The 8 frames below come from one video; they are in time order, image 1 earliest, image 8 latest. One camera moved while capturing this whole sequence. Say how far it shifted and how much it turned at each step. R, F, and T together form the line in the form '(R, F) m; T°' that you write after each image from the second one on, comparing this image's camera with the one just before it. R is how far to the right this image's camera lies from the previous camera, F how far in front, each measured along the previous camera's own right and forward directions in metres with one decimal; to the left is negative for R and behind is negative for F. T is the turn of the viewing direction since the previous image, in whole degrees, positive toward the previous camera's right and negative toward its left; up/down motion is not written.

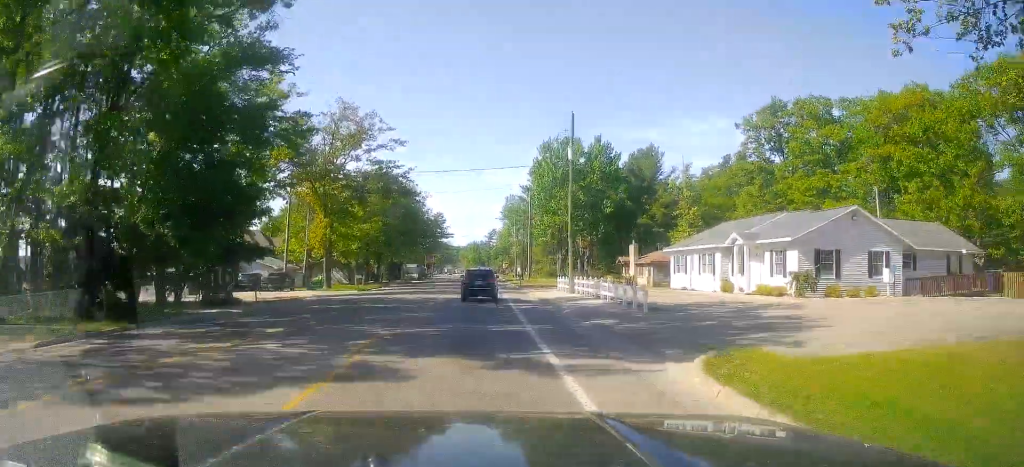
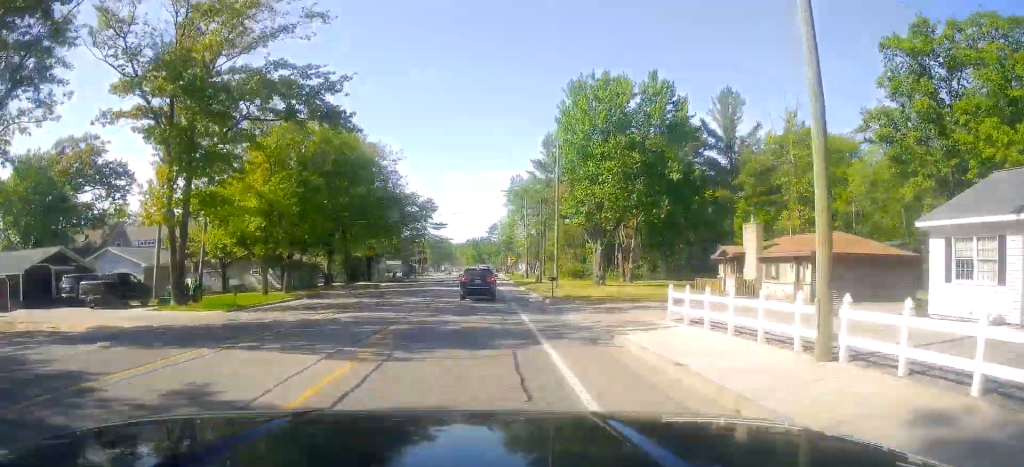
(+0.1, +28.2) m; -4°
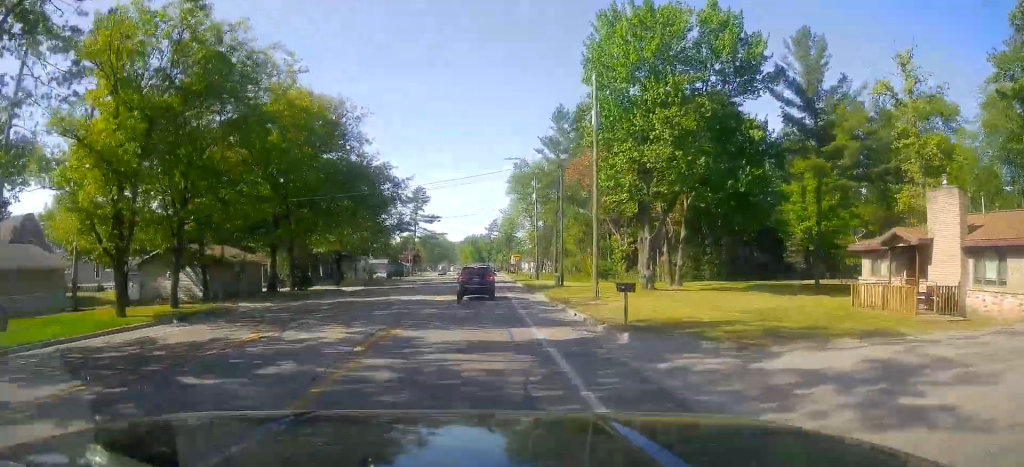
(-0.7, +16.6) m; -1°
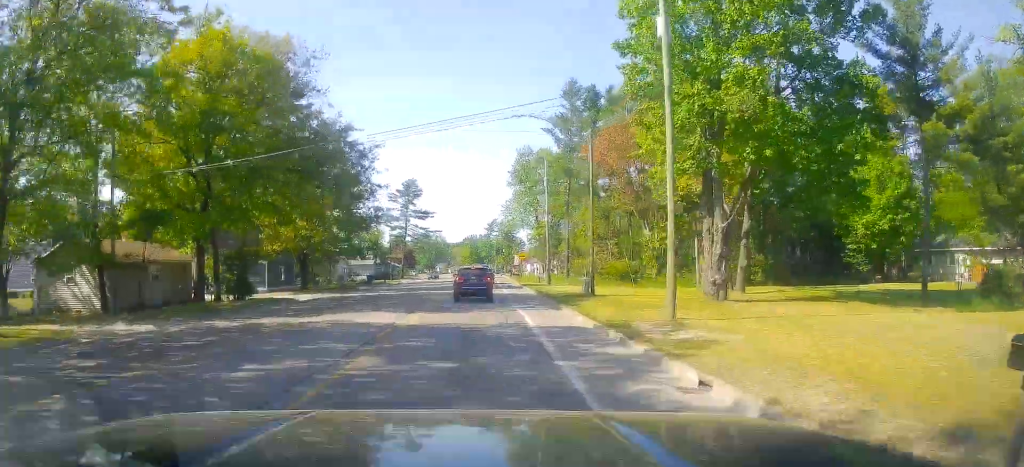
(0.0, +12.3) m; +1°
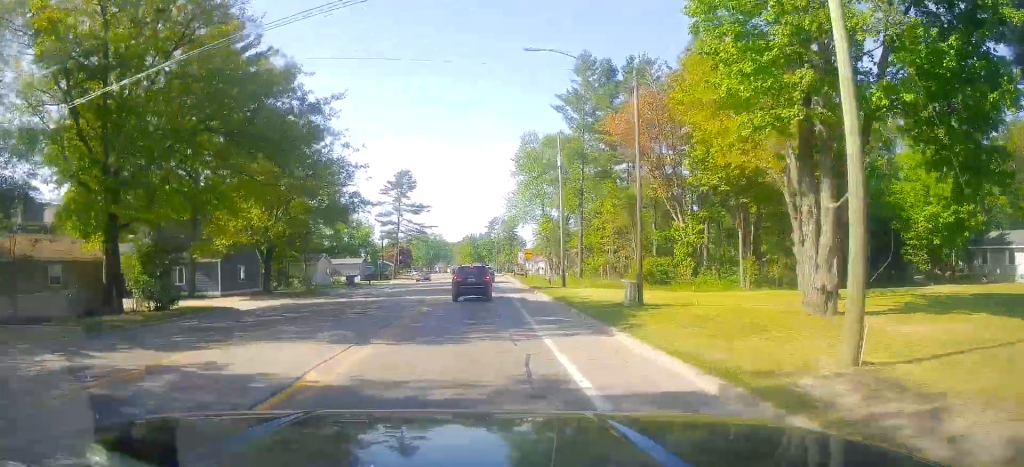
(+0.2, +9.3) m; +1°
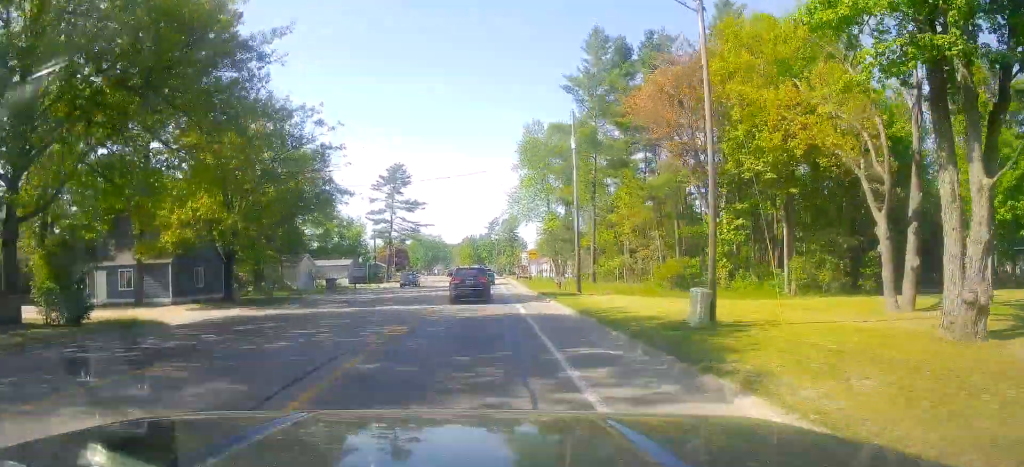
(0.0, +6.9) m; 0°
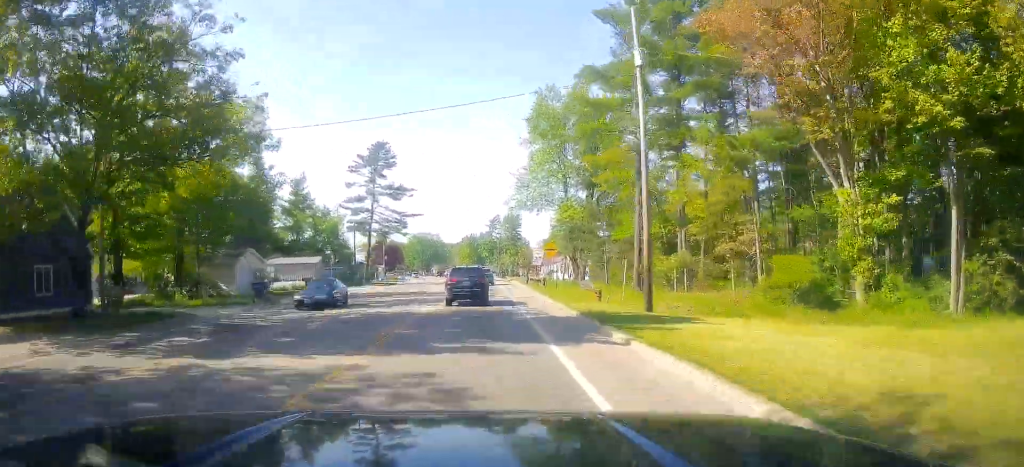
(0.0, +15.4) m; +1°
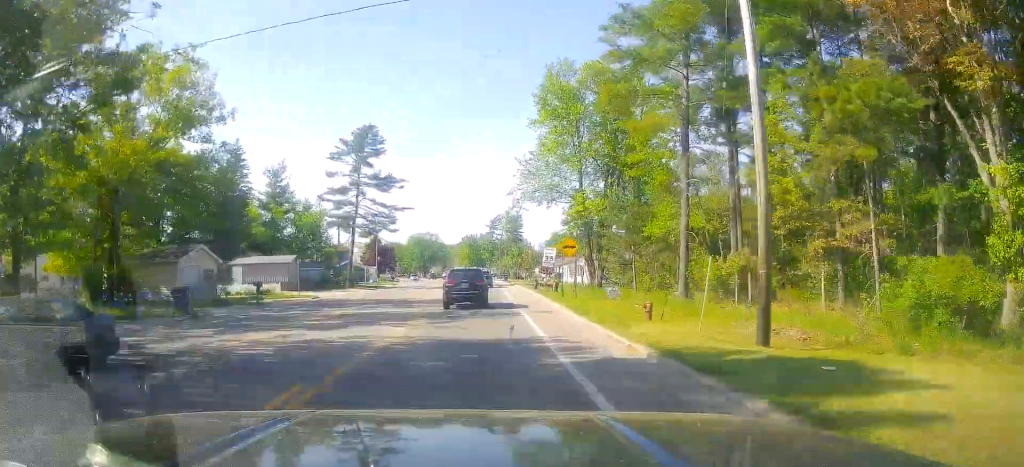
(-0.1, +8.9) m; +1°
